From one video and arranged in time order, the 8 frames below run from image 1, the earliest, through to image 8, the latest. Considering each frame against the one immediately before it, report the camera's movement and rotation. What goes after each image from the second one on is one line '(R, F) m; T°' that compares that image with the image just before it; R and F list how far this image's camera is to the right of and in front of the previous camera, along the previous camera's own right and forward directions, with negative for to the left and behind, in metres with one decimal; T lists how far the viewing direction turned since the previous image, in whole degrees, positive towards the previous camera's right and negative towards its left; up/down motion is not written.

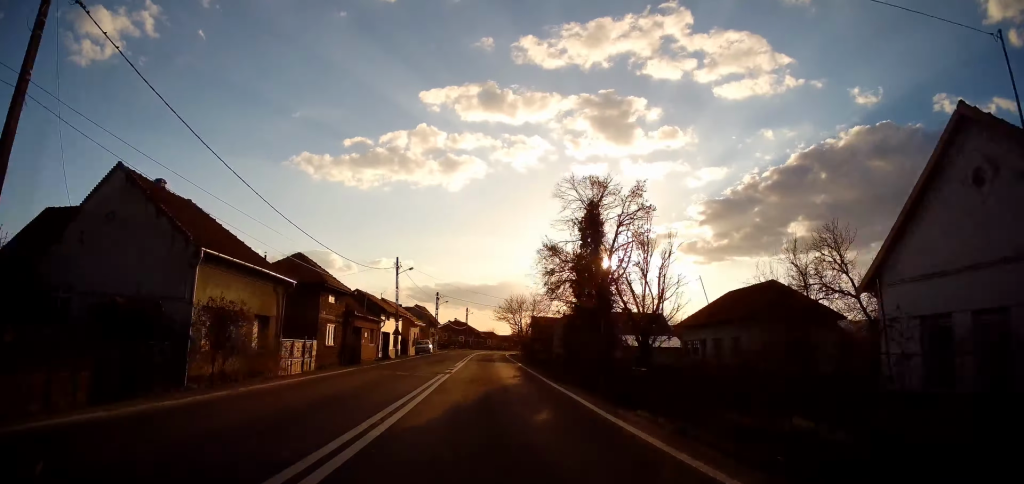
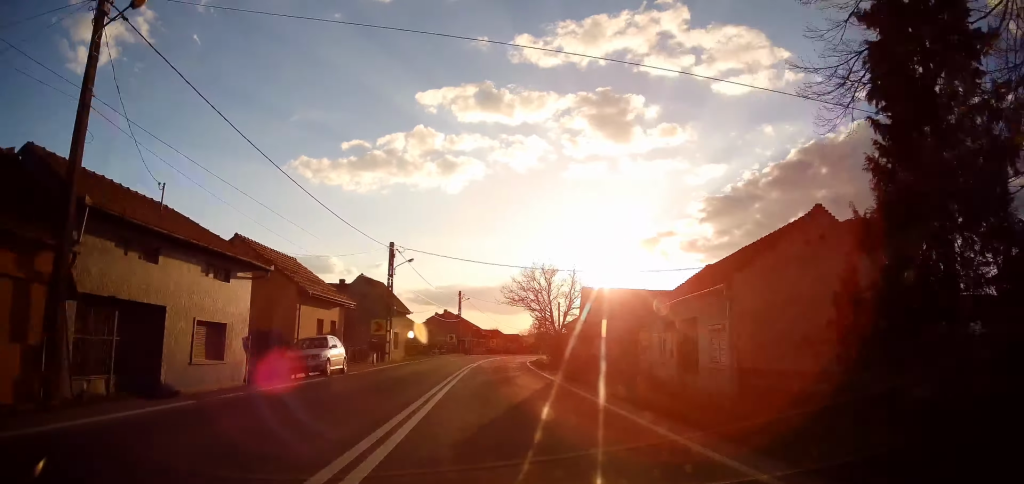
(-1.3, +34.9) m; -2°
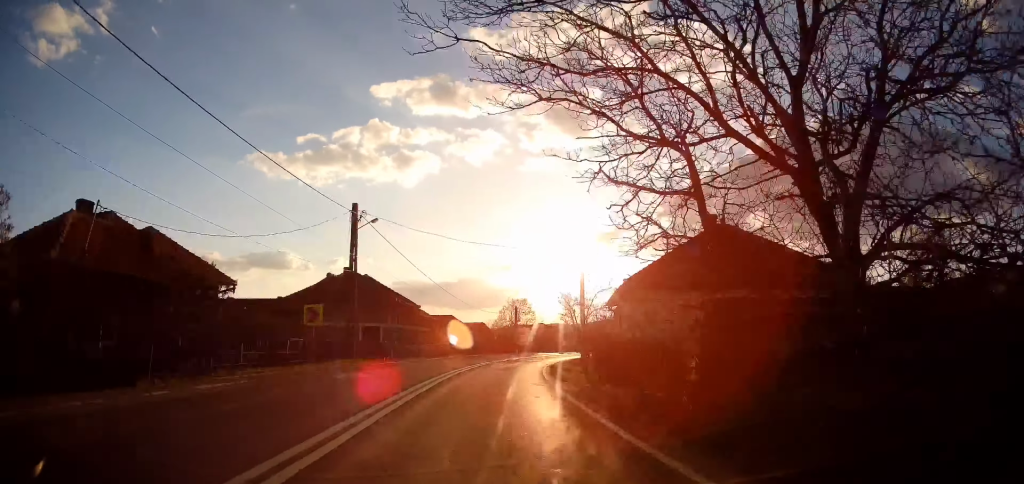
(+0.5, +41.9) m; +3°
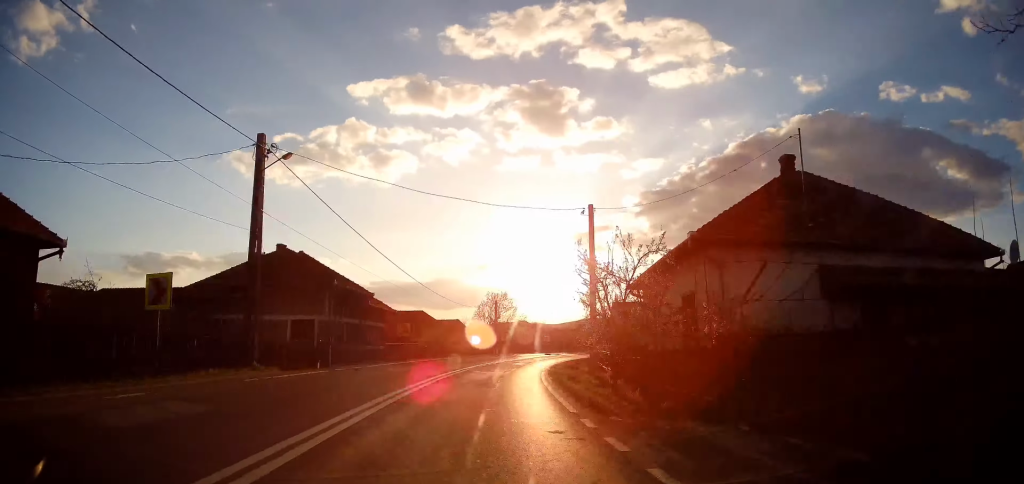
(0.0, +10.3) m; +1°
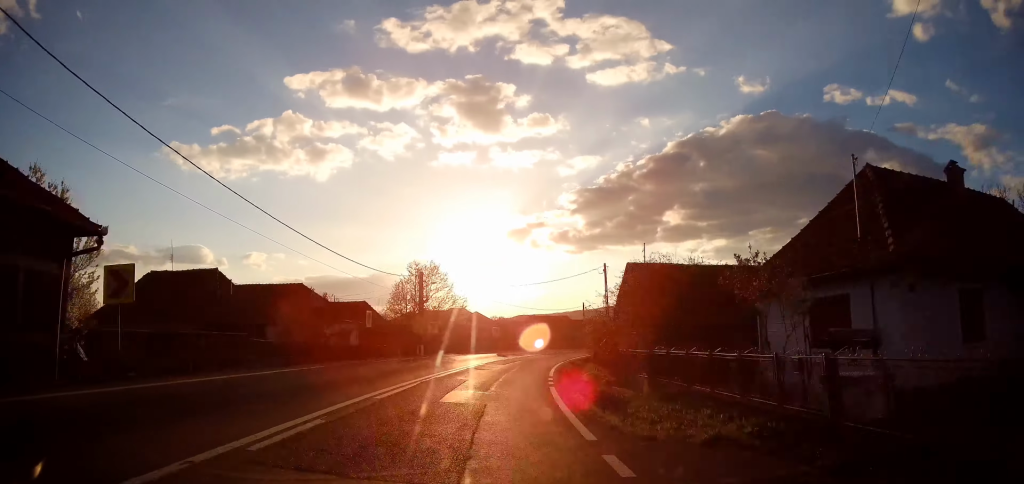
(+0.6, +25.6) m; +6°
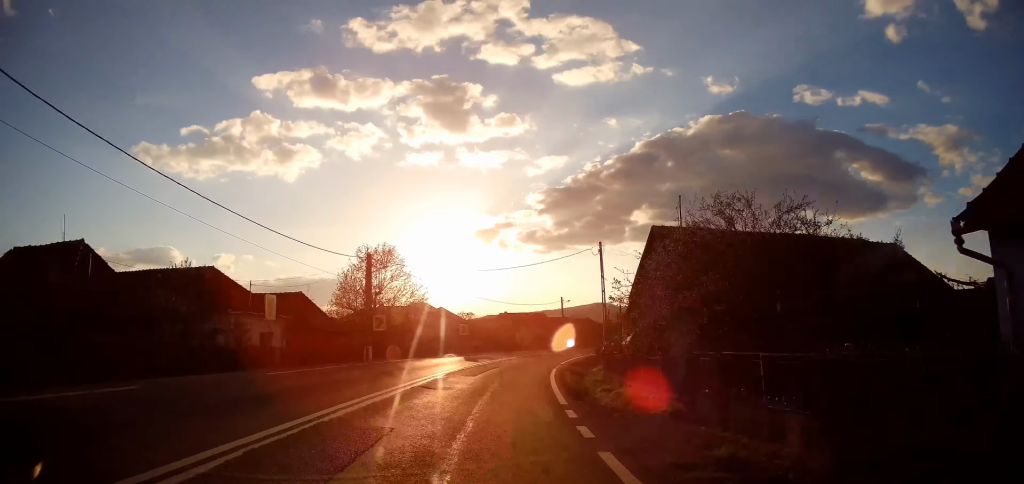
(+0.7, +9.9) m; +3°
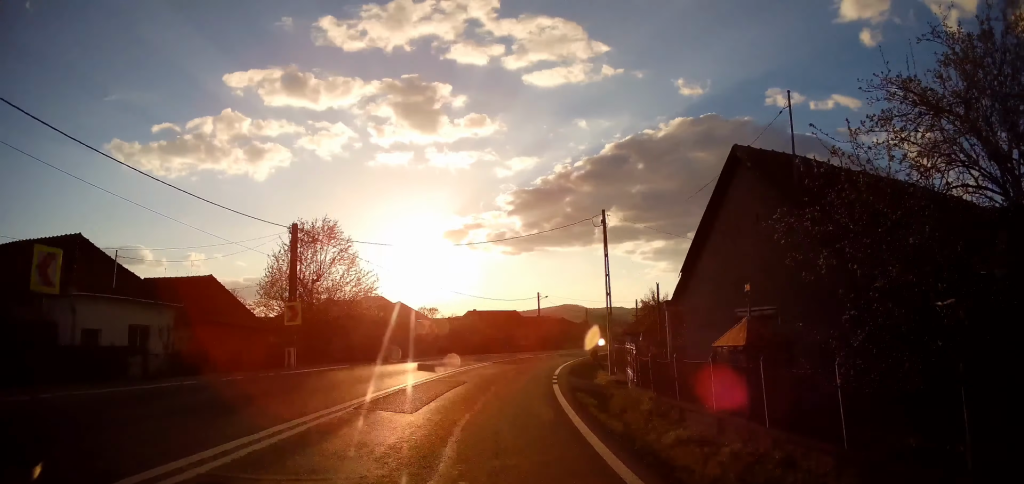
(+0.3, +9.9) m; +3°
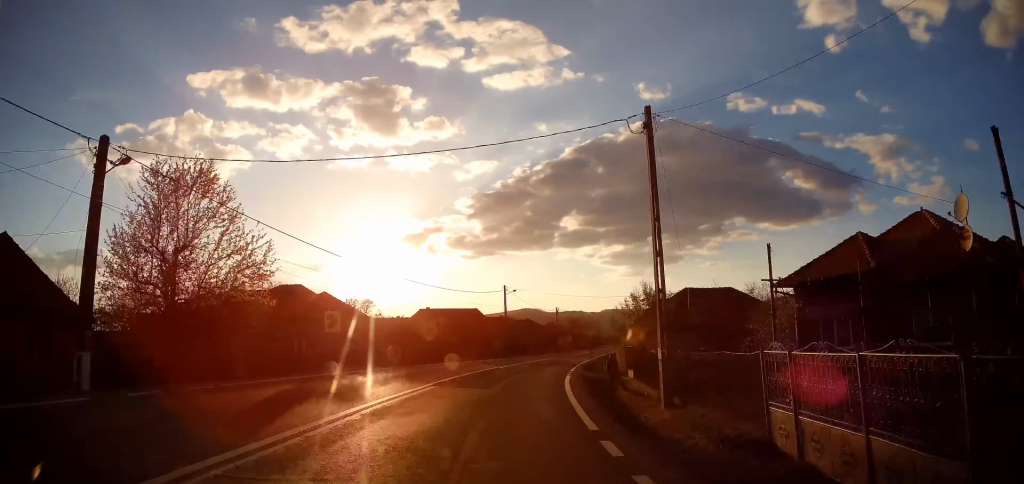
(+0.4, +13.6) m; +4°
